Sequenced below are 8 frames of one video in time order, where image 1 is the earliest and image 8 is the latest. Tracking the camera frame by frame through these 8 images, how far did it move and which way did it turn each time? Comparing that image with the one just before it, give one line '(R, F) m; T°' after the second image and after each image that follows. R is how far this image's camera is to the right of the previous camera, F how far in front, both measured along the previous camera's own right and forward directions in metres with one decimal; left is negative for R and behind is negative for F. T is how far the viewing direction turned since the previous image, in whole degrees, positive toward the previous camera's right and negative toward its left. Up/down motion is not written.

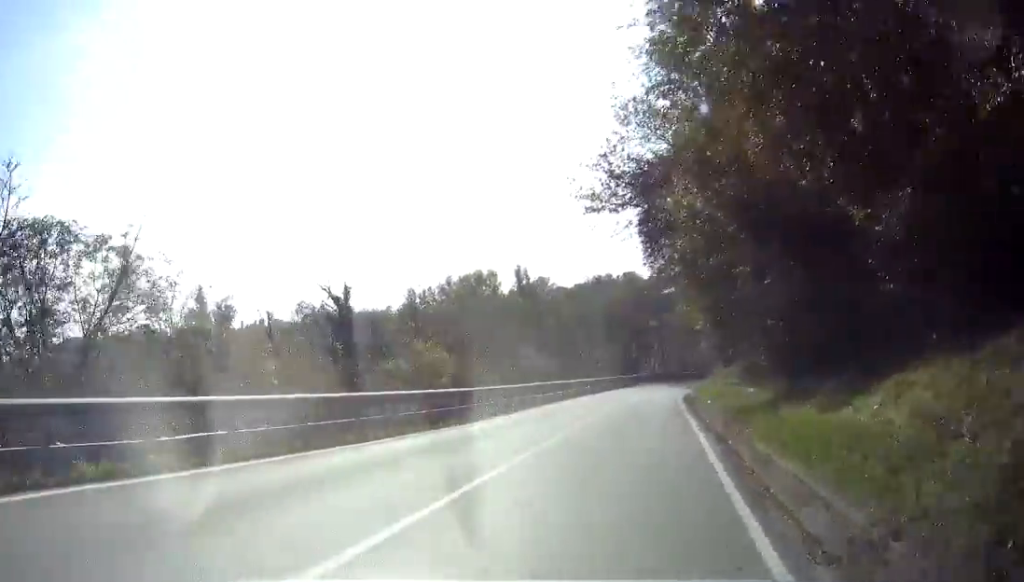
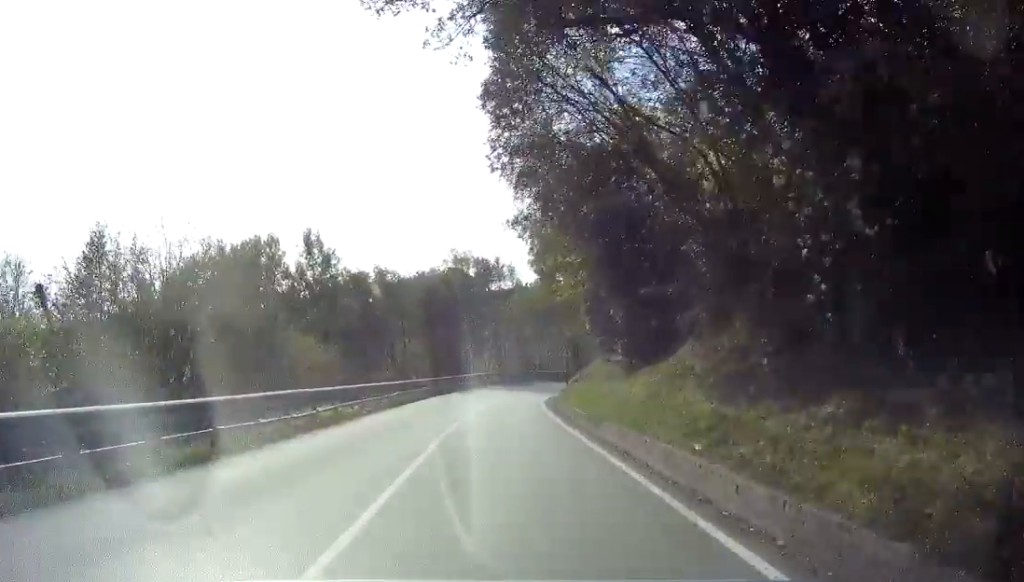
(+3.4, +15.3) m; +16°
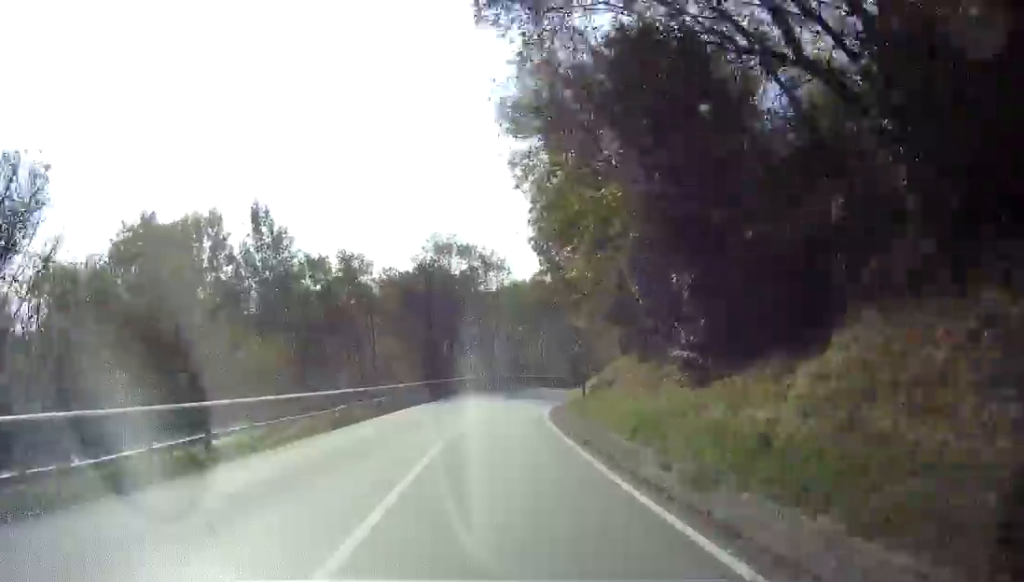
(-0.1, +8.0) m; +2°
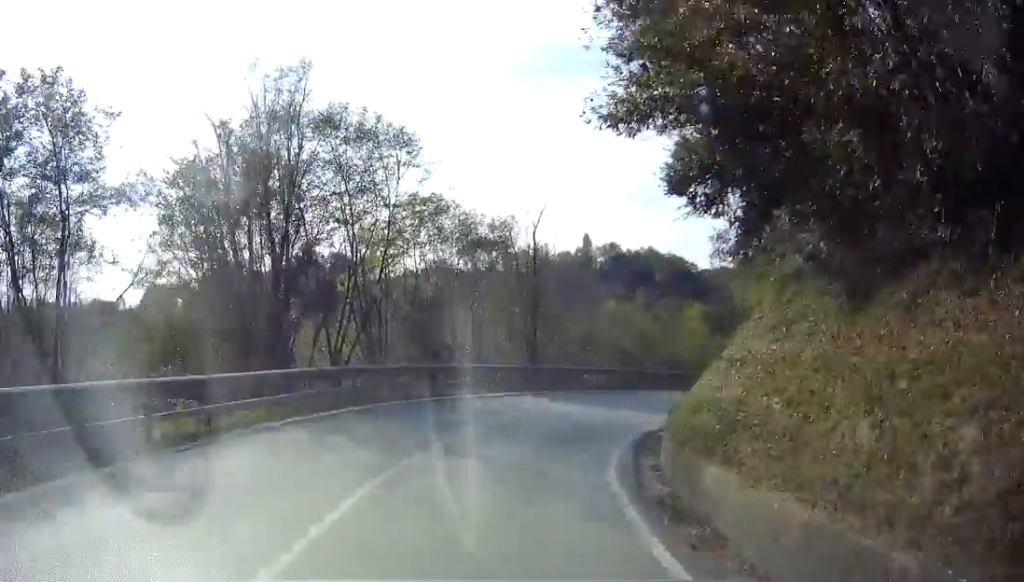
(+2.7, +26.4) m; +14°
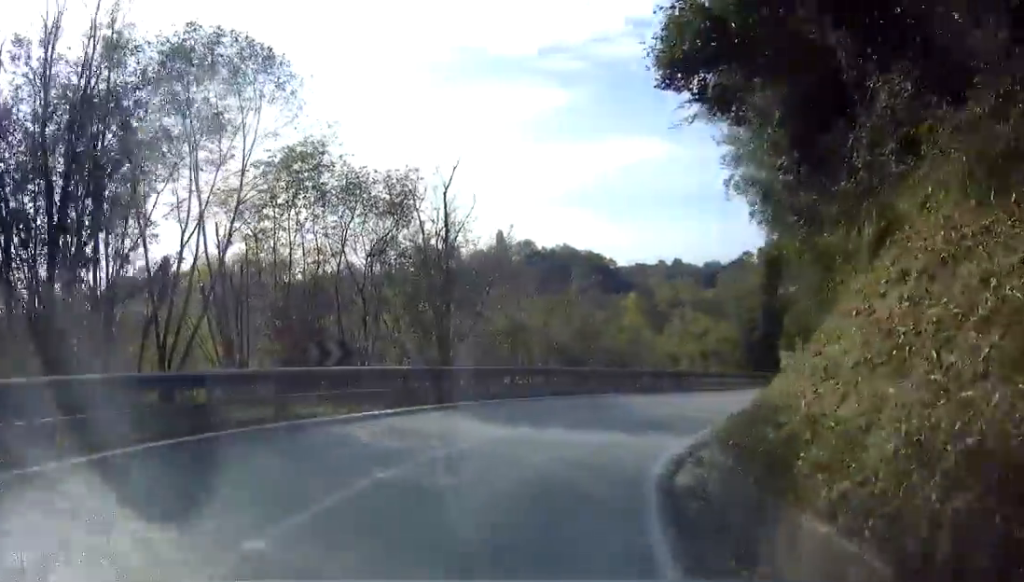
(+0.6, +7.9) m; +5°
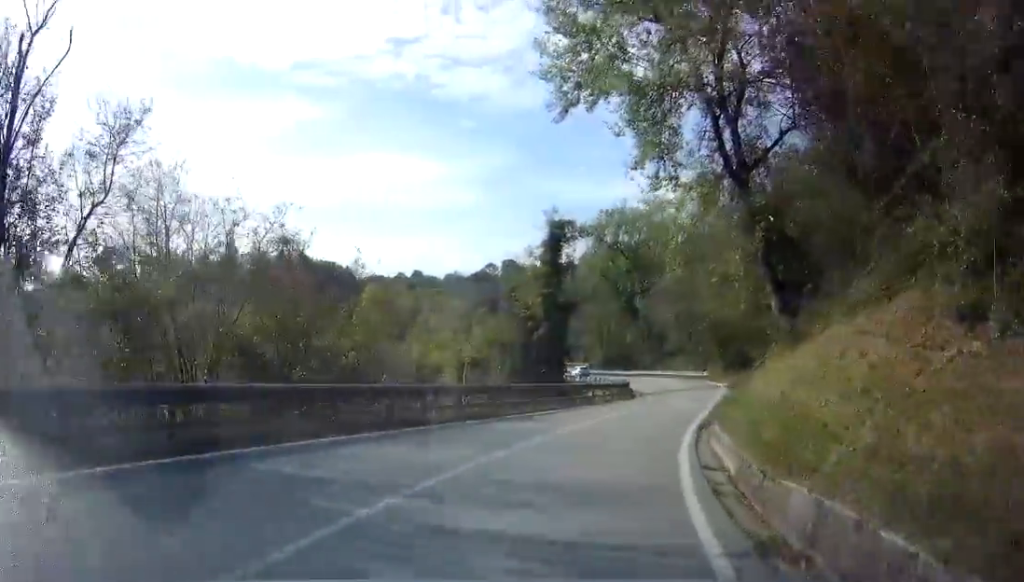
(+2.0, +12.0) m; +27°
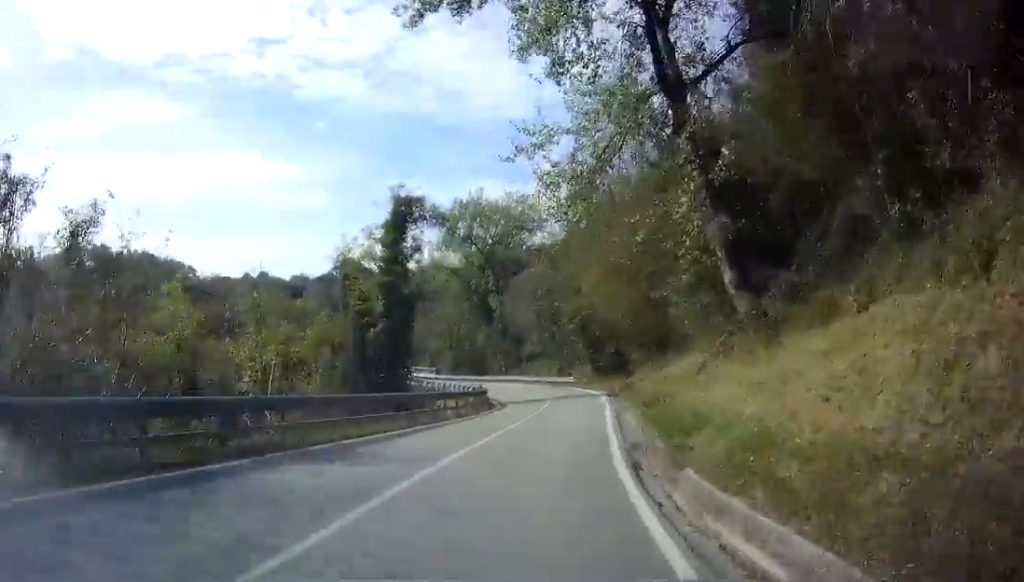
(+1.7, +6.6) m; +14°
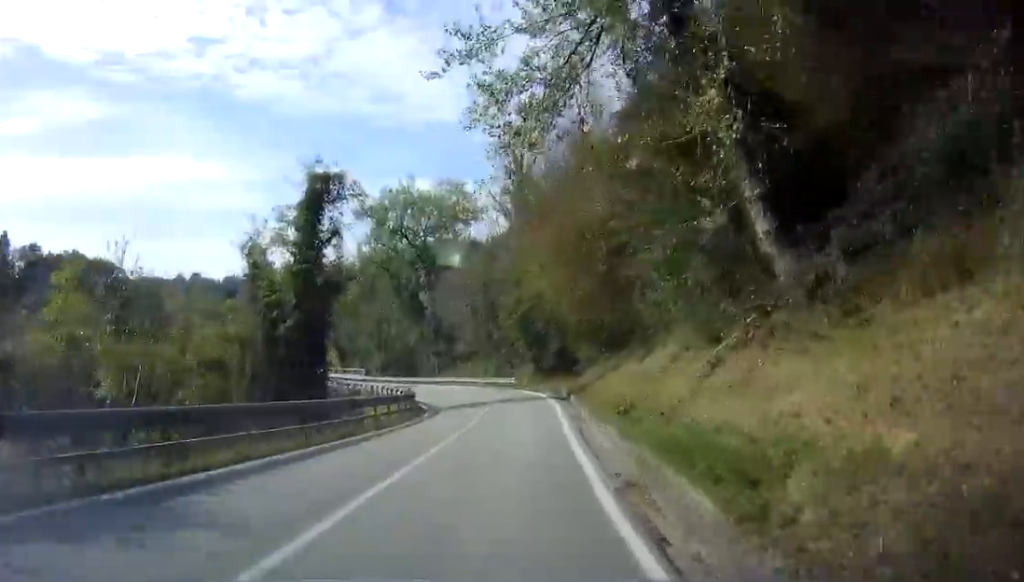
(0.0, +4.5) m; 0°
